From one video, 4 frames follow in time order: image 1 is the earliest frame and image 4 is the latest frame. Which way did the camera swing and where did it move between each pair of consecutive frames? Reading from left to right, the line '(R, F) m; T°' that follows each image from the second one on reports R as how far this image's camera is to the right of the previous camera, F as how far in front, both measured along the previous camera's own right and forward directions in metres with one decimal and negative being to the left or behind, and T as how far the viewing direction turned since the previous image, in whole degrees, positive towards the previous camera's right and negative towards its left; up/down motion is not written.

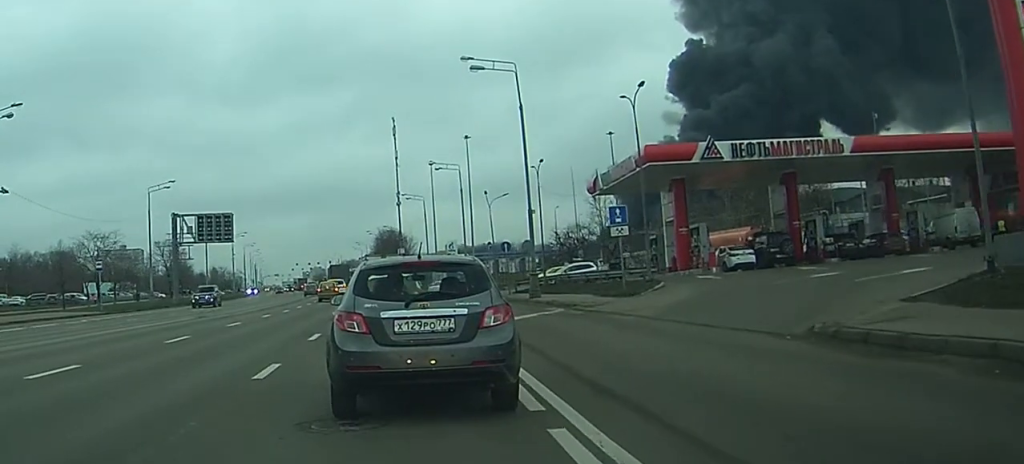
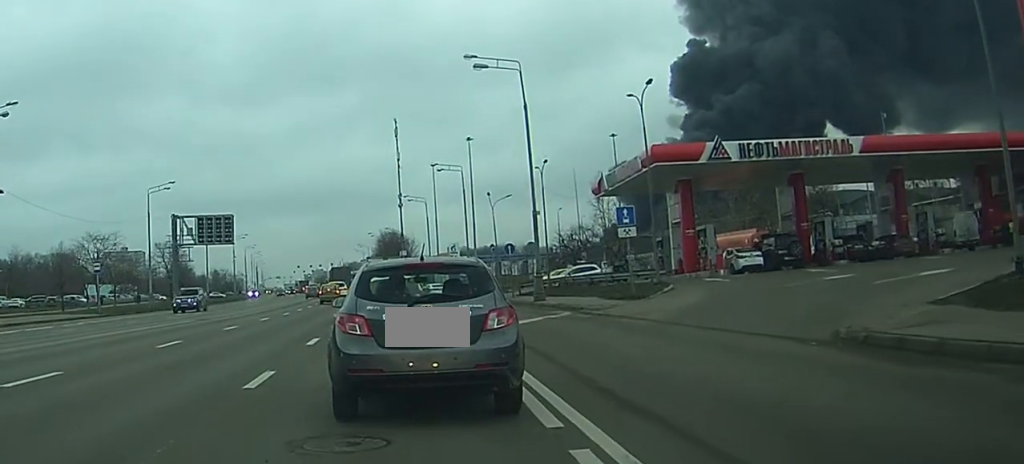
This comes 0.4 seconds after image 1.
(0.0, +0.9) m; -2°
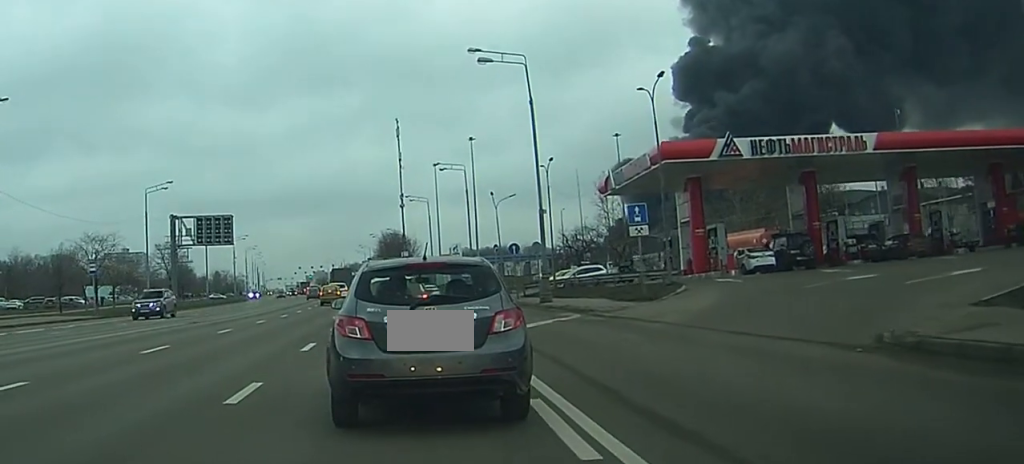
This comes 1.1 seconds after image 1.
(-0.1, +1.3) m; -3°
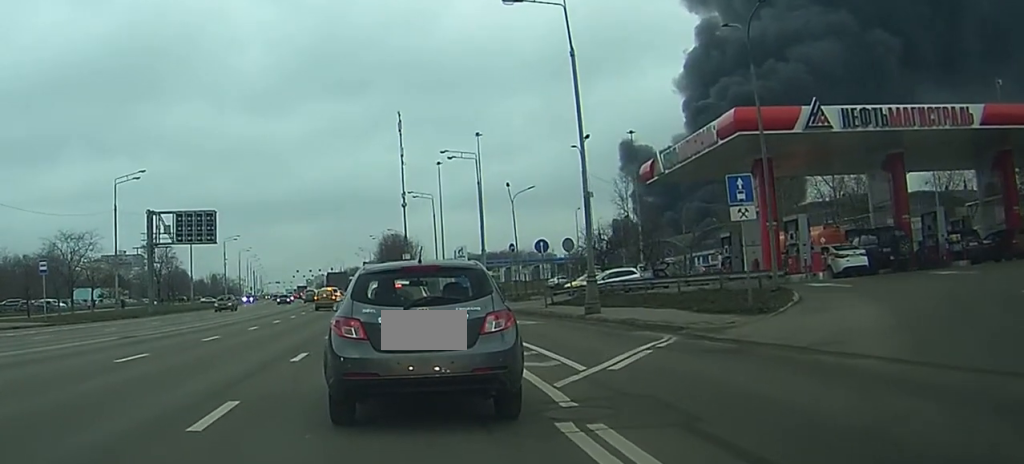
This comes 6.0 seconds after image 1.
(-0.4, +8.6) m; -3°
